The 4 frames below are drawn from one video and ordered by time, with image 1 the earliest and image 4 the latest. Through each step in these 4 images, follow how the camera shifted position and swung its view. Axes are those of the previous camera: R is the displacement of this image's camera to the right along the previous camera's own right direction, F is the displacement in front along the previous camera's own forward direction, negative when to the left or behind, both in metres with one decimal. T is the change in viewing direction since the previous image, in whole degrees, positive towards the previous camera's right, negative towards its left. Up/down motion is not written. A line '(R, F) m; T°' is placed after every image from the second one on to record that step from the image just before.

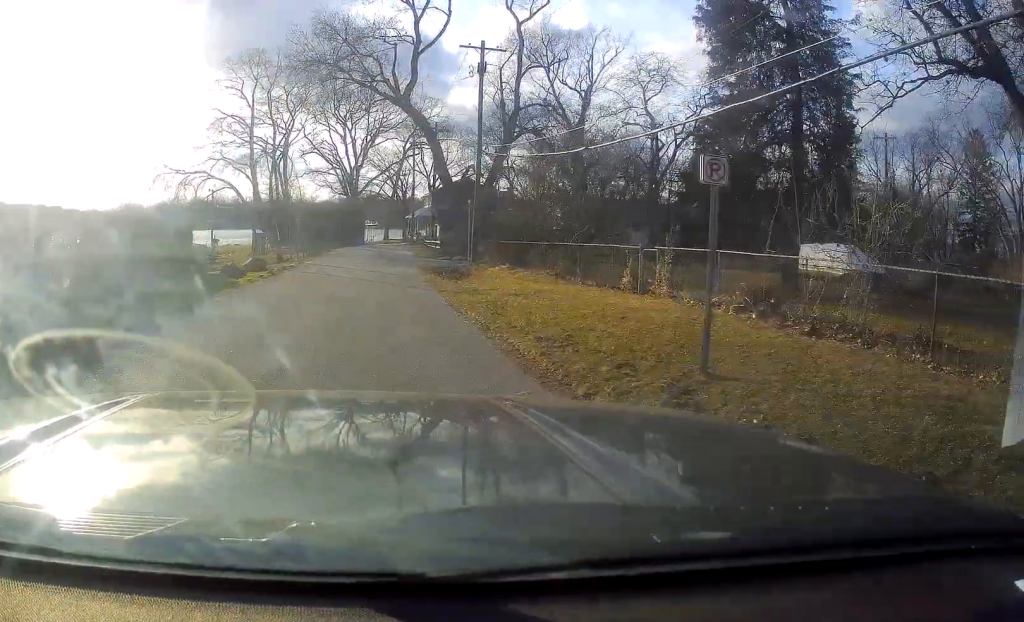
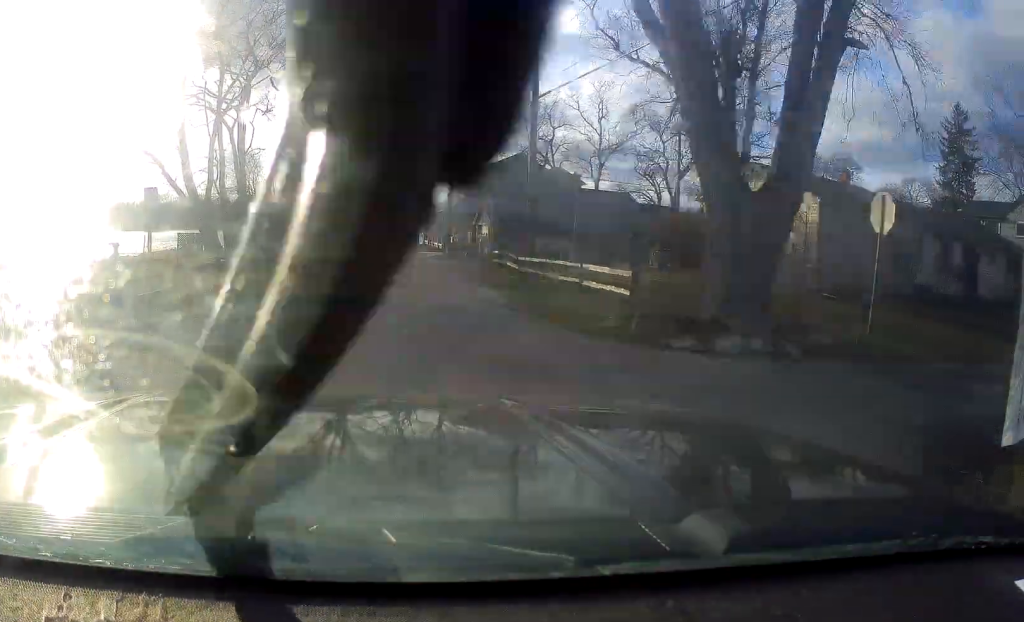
(+0.7, +31.9) m; +1°
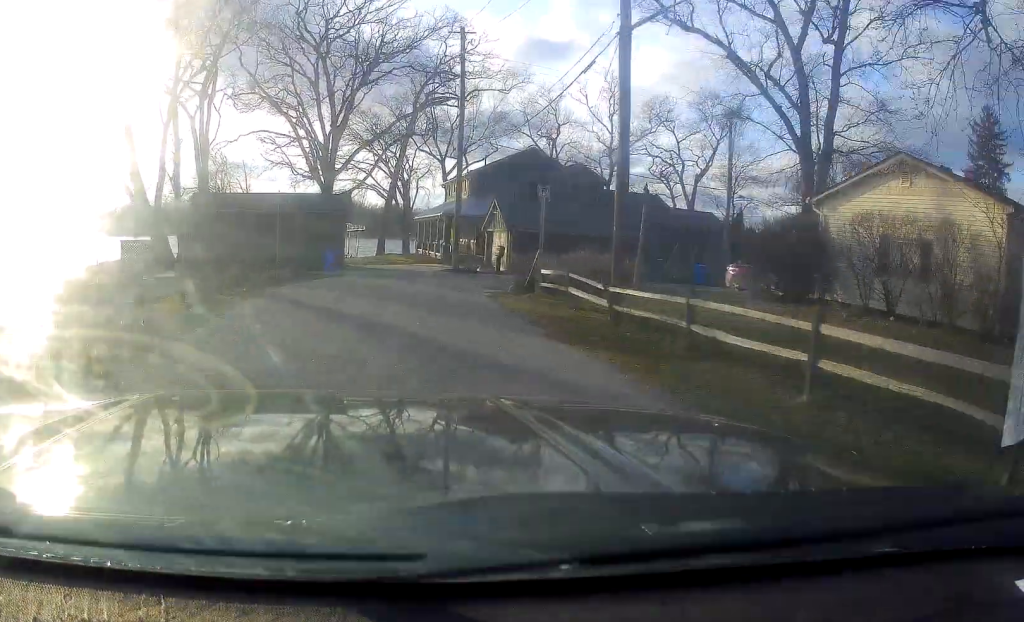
(0.0, +9.6) m; 0°
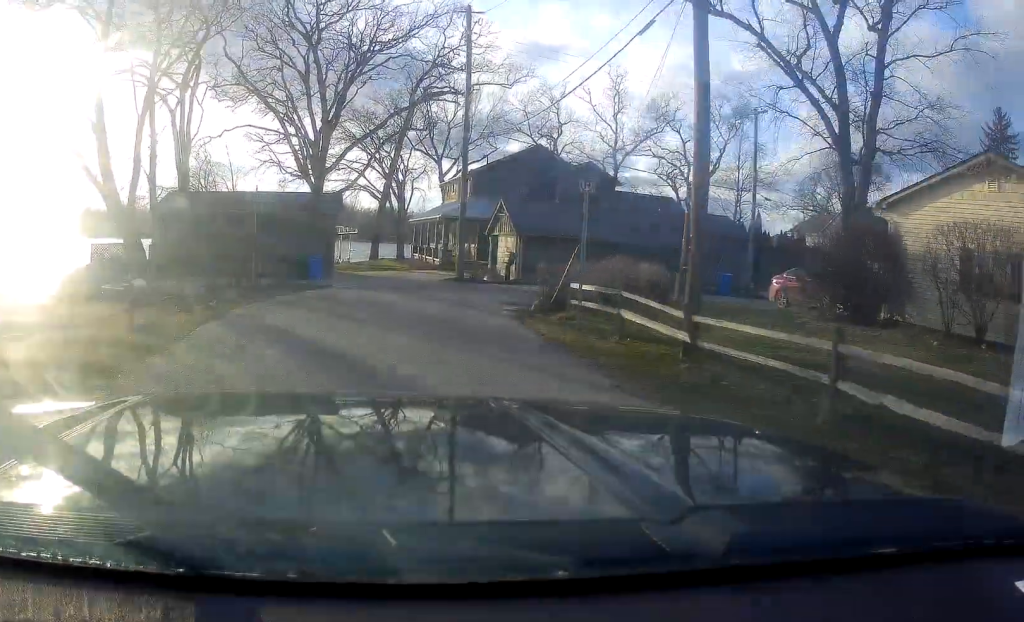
(0.0, +3.9) m; 0°
